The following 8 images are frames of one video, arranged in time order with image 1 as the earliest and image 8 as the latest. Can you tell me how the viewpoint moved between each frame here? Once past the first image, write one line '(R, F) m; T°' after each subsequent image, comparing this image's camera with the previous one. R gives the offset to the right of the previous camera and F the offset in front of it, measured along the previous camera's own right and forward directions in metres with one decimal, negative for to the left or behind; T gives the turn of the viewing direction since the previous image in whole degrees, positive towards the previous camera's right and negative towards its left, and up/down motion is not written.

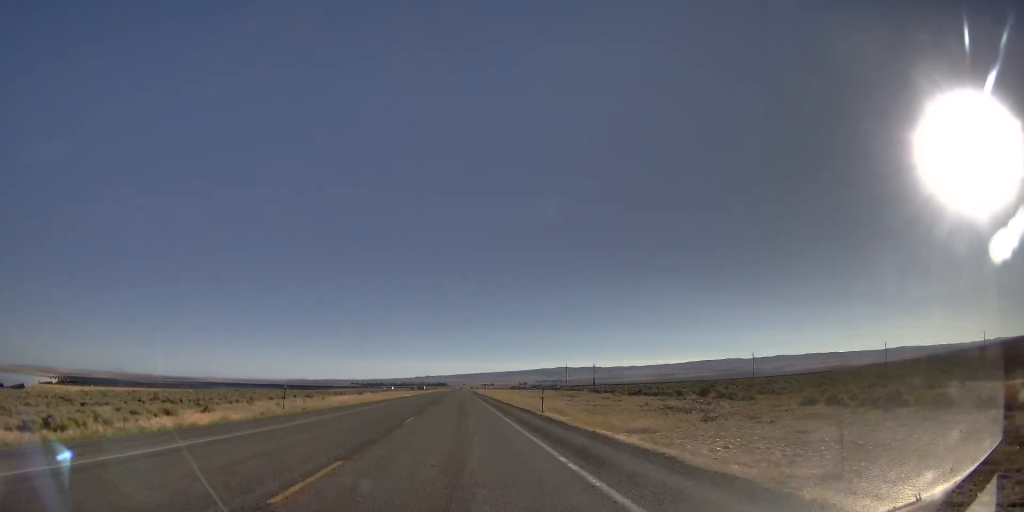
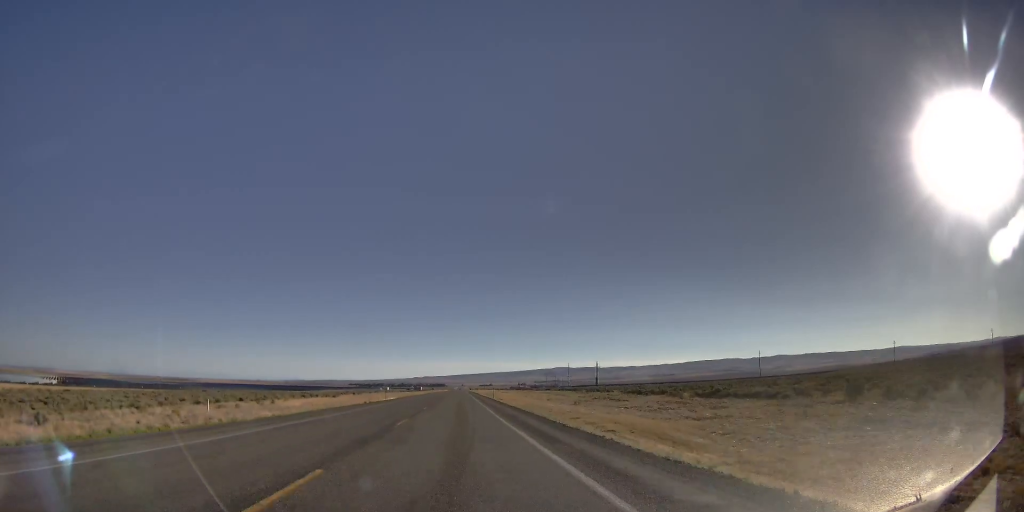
(+1.5, +31.2) m; 0°
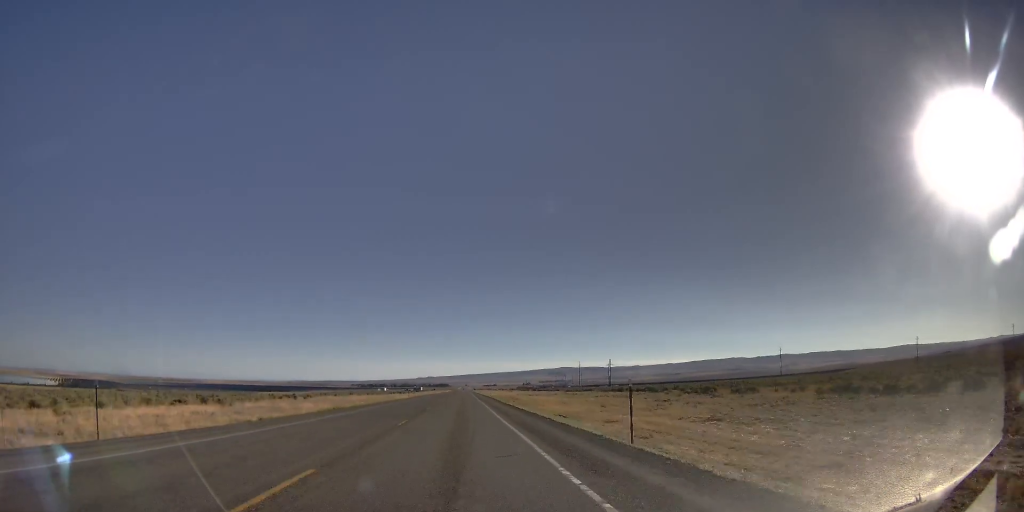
(-1.1, +60.8) m; +1°
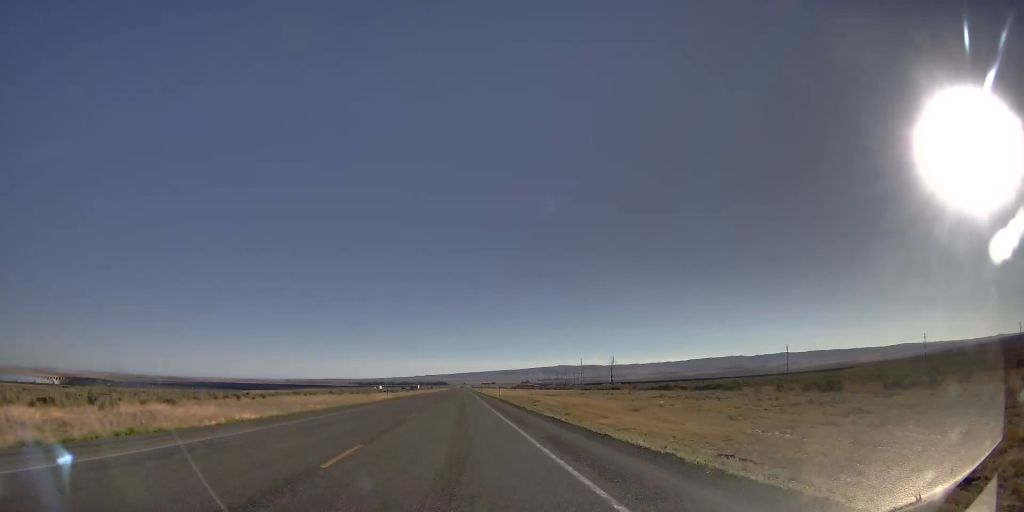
(0.0, +26.6) m; -1°
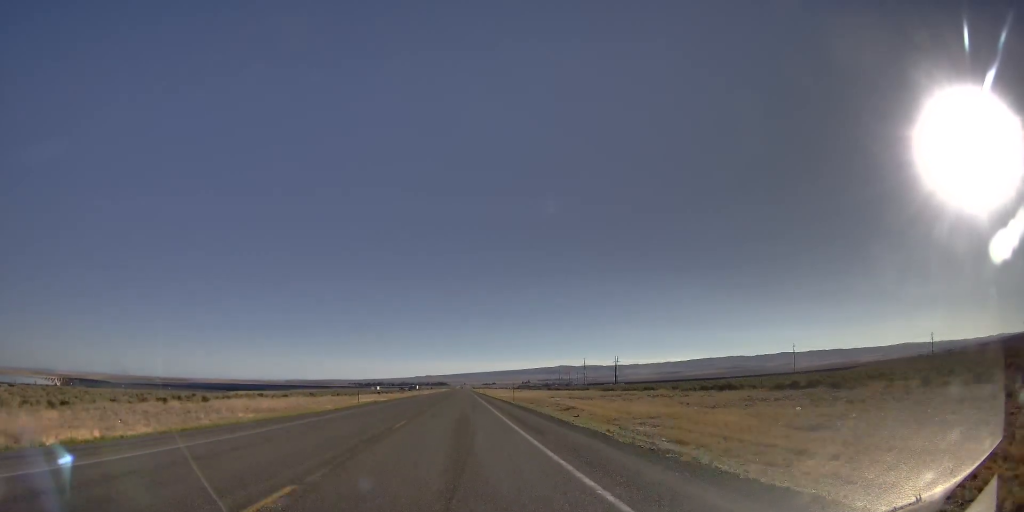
(-0.4, +20.6) m; 0°
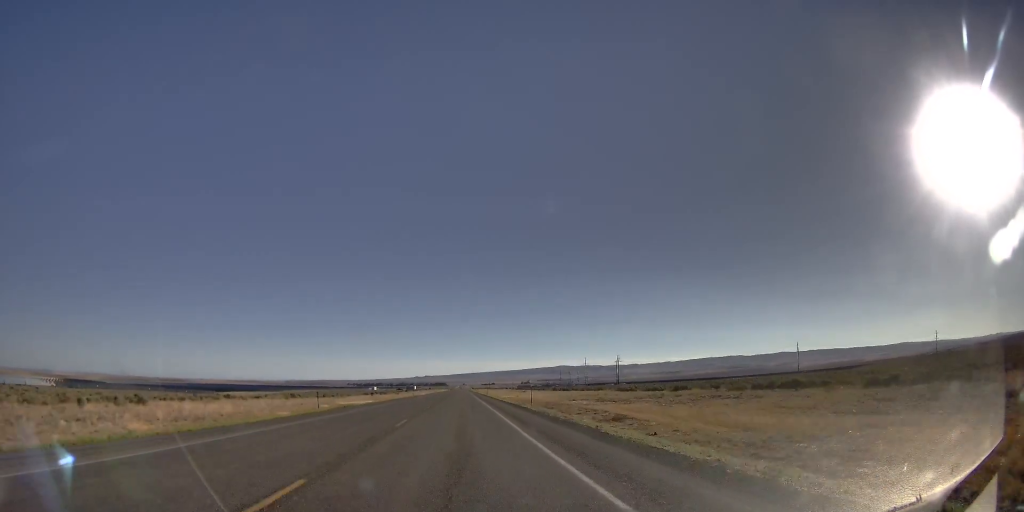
(-0.2, +14.7) m; 0°
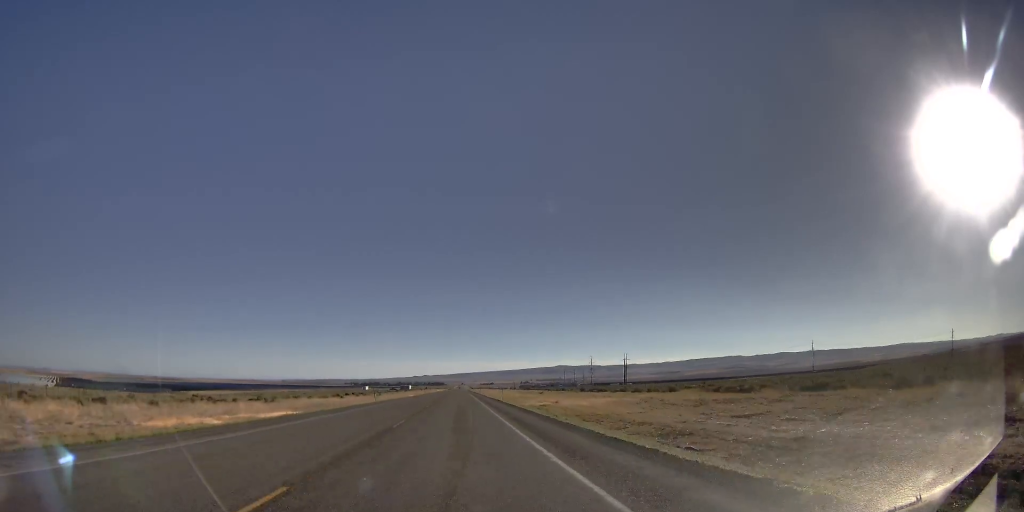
(+0.6, +46.4) m; 0°
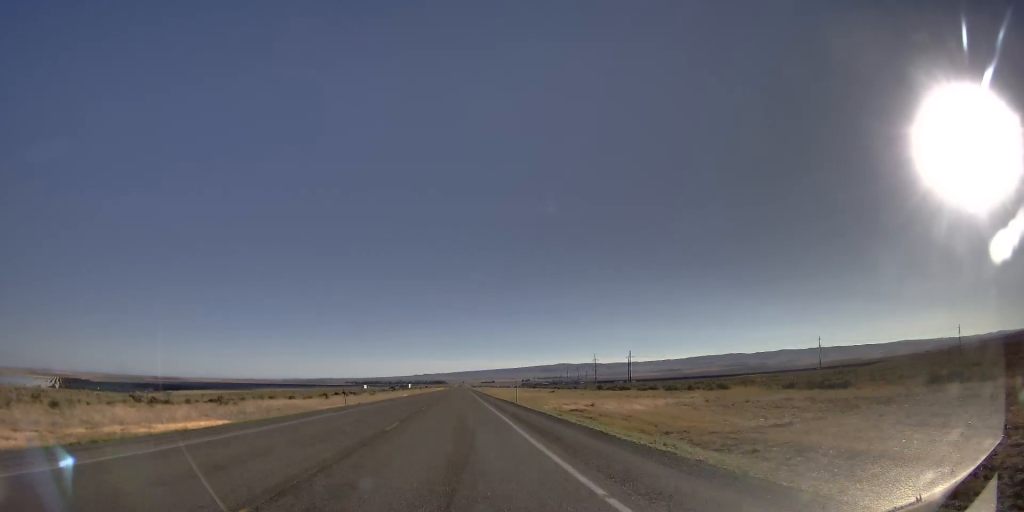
(-0.1, +16.9) m; 0°
